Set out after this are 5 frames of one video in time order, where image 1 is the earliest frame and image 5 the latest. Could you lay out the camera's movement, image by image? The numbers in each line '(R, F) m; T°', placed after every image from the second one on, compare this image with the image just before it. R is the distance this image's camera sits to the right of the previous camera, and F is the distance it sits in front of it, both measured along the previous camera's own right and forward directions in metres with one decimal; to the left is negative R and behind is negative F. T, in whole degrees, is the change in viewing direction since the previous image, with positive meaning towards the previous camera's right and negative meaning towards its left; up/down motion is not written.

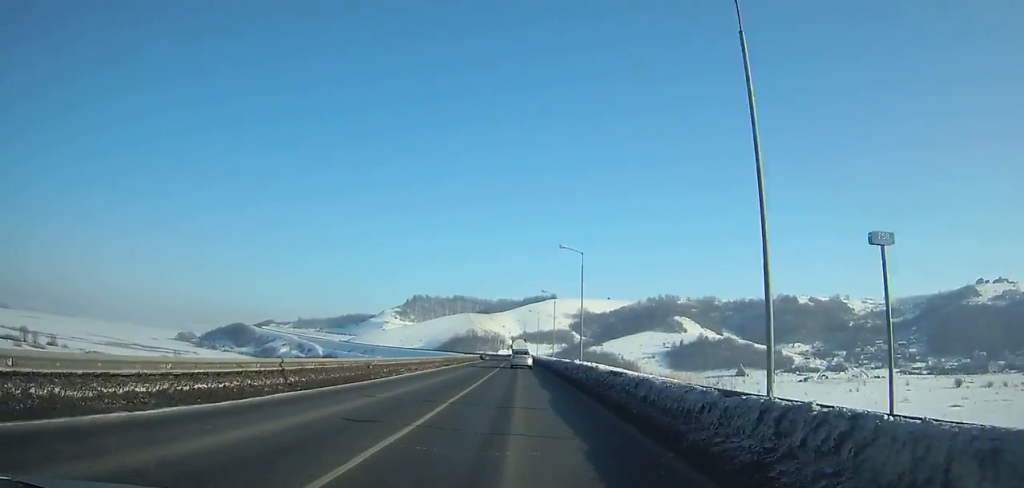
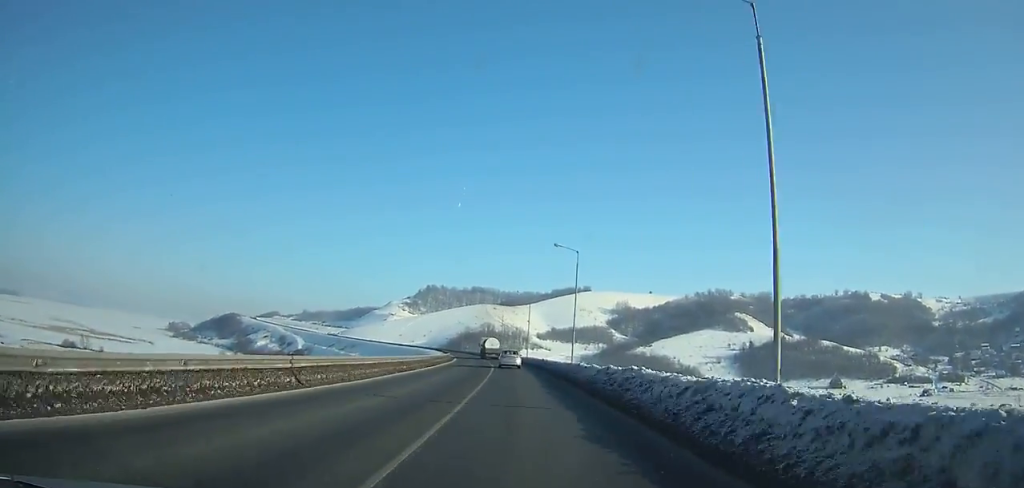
(-3.0, +119.7) m; -4°
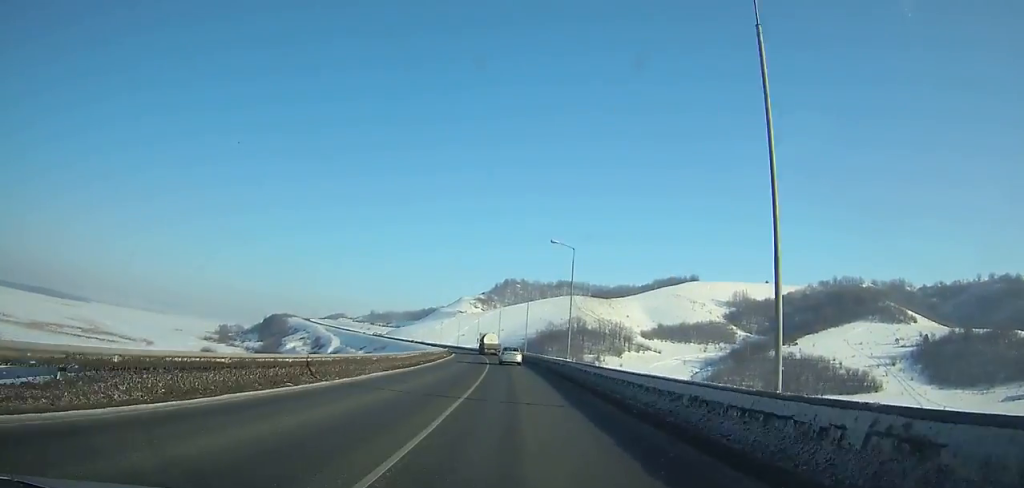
(-8.2, +118.1) m; -8°
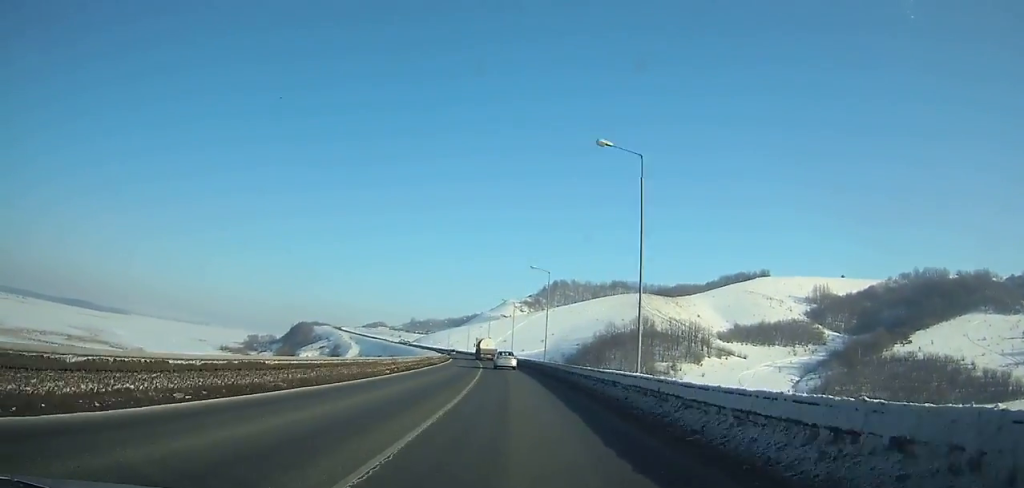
(-2.7, +64.7) m; -5°
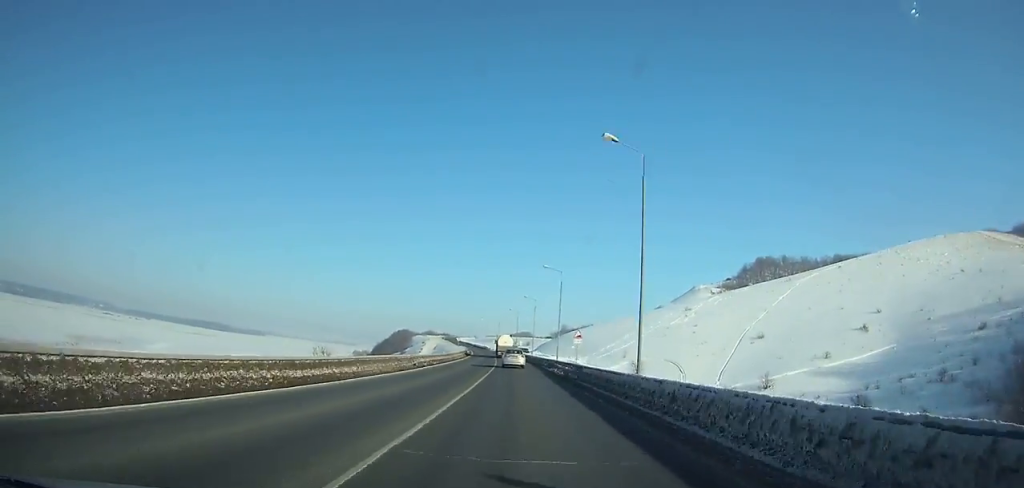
(-25.2, +193.7) m; -15°
